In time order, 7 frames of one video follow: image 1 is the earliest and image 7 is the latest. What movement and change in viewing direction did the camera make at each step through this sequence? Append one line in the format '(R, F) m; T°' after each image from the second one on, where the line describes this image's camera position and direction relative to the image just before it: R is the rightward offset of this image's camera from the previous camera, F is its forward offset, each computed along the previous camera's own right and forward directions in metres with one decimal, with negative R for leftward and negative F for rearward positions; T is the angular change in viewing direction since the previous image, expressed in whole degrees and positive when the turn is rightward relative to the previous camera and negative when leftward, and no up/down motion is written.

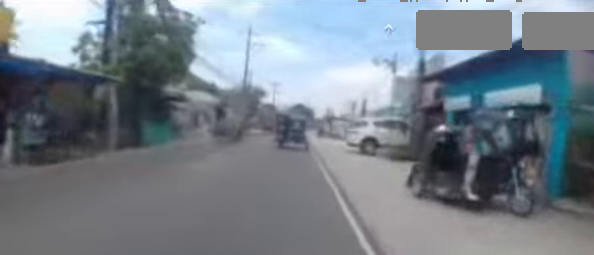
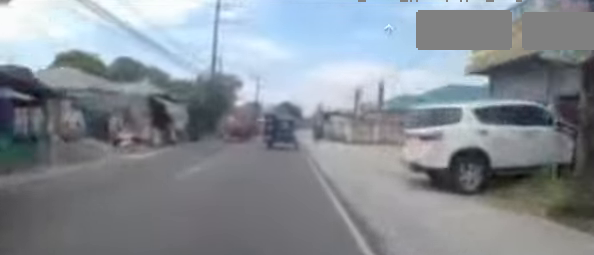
(-0.2, +9.8) m; -1°
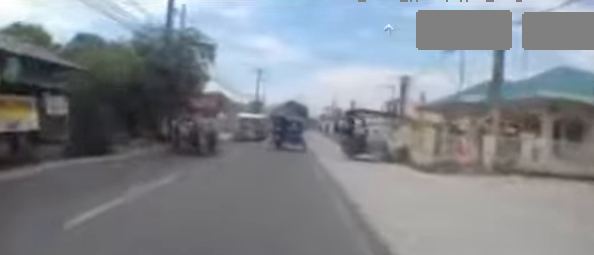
(0.0, +11.9) m; 0°
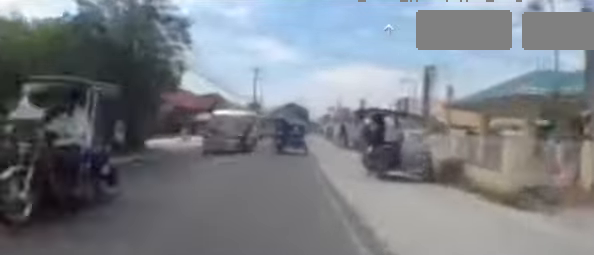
(-0.1, +3.7) m; +1°
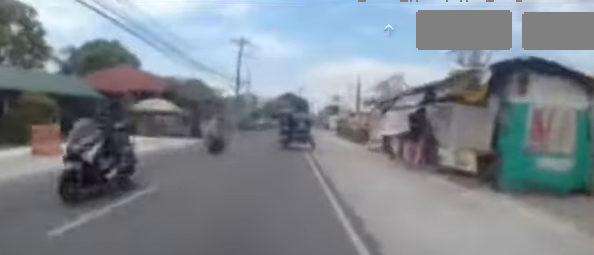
(+0.5, +14.4) m; -2°
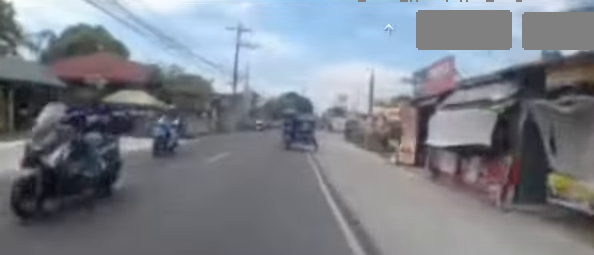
(-0.4, +4.0) m; -2°
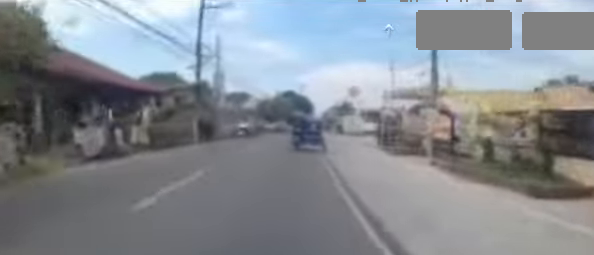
(+0.1, +12.7) m; +4°
